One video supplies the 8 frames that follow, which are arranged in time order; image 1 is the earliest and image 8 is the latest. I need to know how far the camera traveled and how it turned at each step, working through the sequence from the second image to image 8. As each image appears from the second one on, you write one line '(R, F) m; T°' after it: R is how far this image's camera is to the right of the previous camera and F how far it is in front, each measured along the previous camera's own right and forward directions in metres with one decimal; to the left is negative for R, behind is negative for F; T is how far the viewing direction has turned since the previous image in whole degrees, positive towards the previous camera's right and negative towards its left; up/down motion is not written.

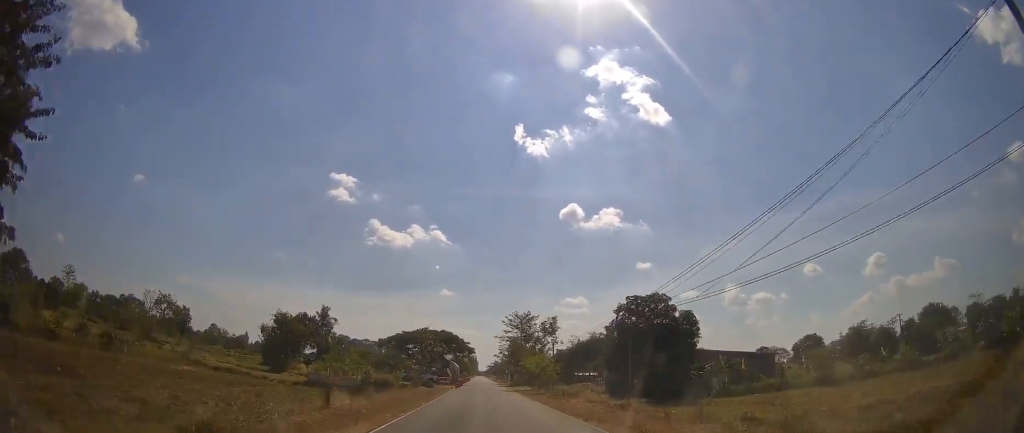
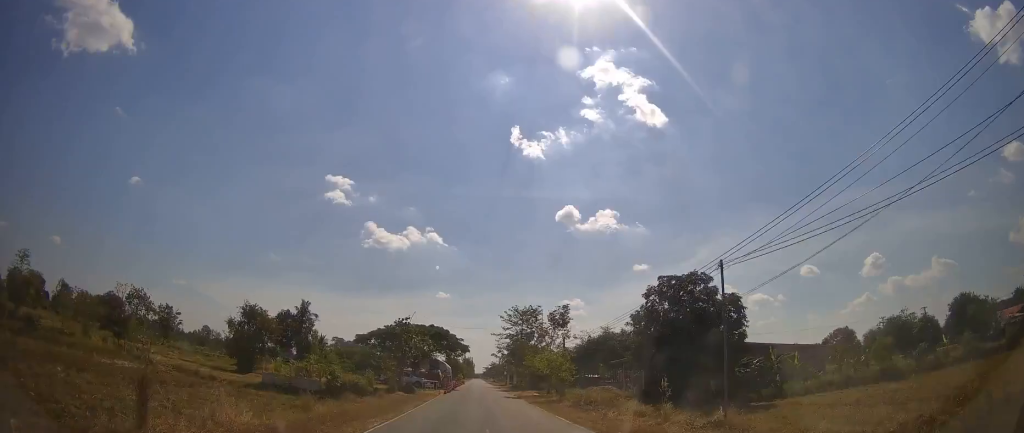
(0.0, +9.7) m; 0°
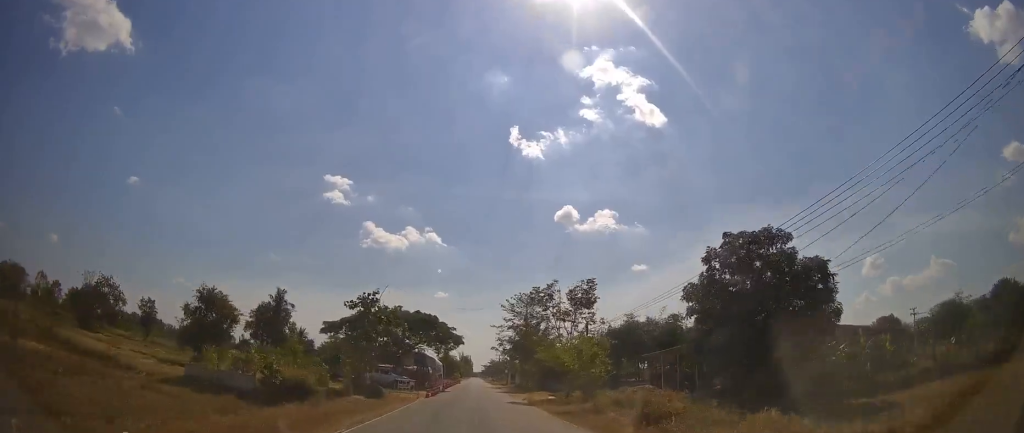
(0.0, +10.8) m; -1°
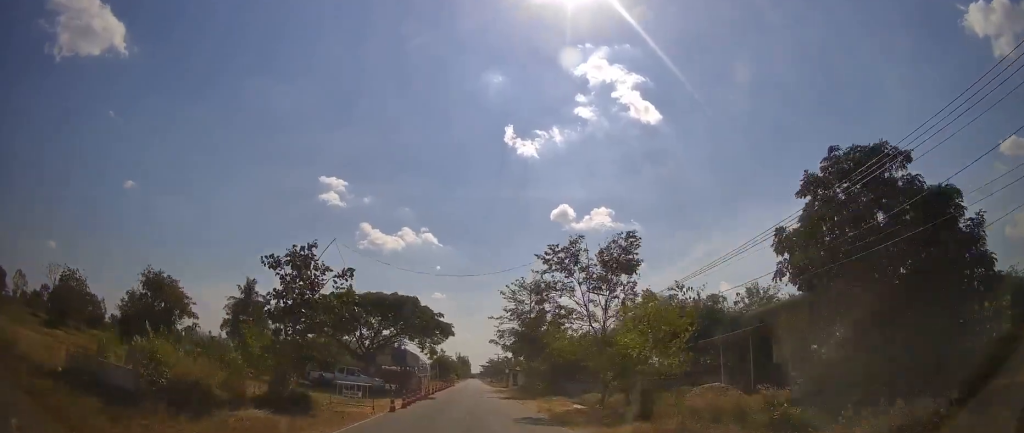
(0.0, +10.3) m; 0°
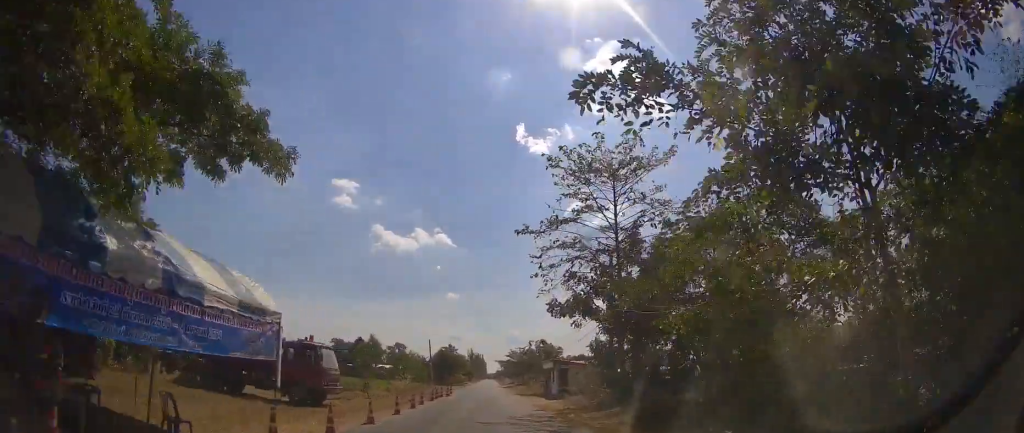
(+0.9, +34.8) m; +2°
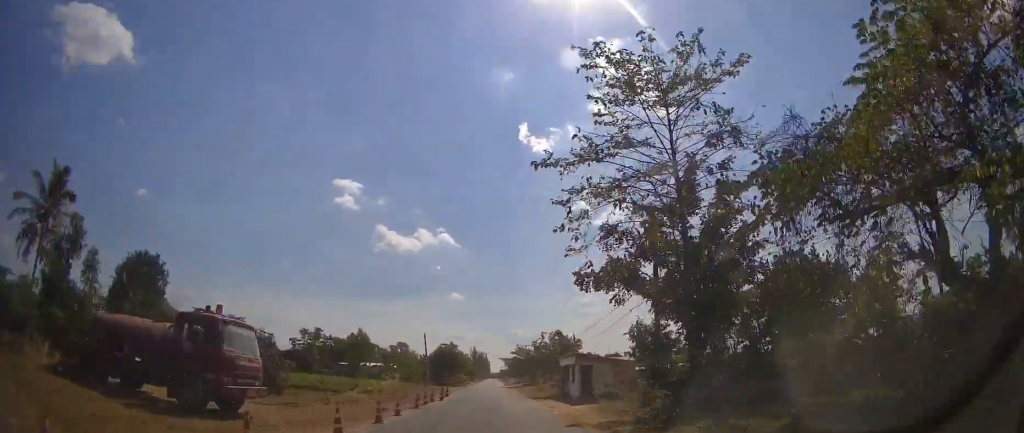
(-0.1, +7.7) m; -1°
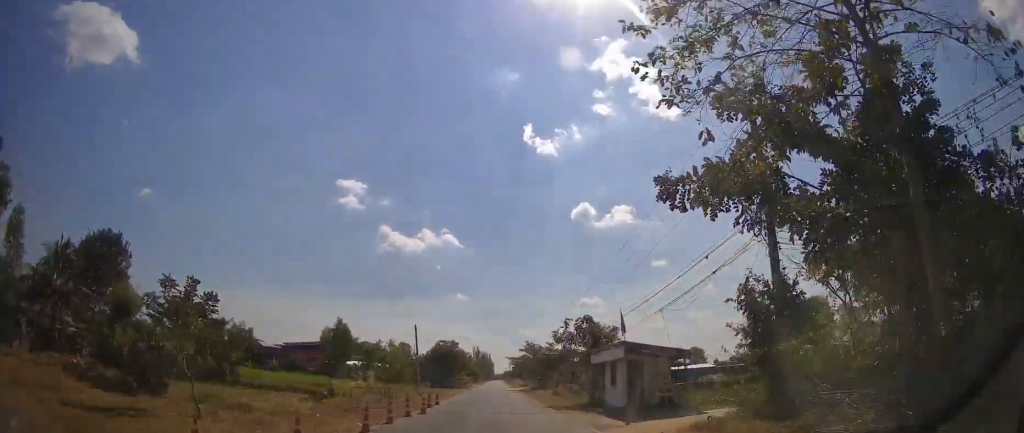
(-0.1, +10.0) m; -1°
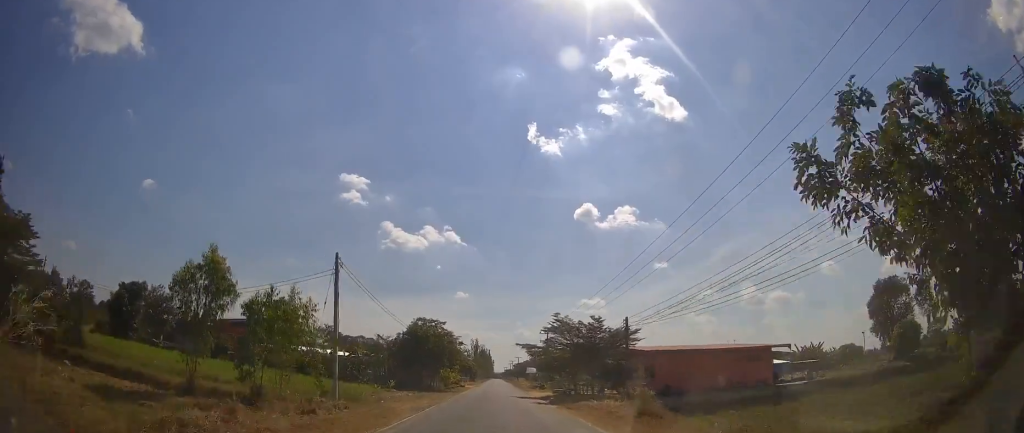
(-0.2, +25.3) m; -1°
